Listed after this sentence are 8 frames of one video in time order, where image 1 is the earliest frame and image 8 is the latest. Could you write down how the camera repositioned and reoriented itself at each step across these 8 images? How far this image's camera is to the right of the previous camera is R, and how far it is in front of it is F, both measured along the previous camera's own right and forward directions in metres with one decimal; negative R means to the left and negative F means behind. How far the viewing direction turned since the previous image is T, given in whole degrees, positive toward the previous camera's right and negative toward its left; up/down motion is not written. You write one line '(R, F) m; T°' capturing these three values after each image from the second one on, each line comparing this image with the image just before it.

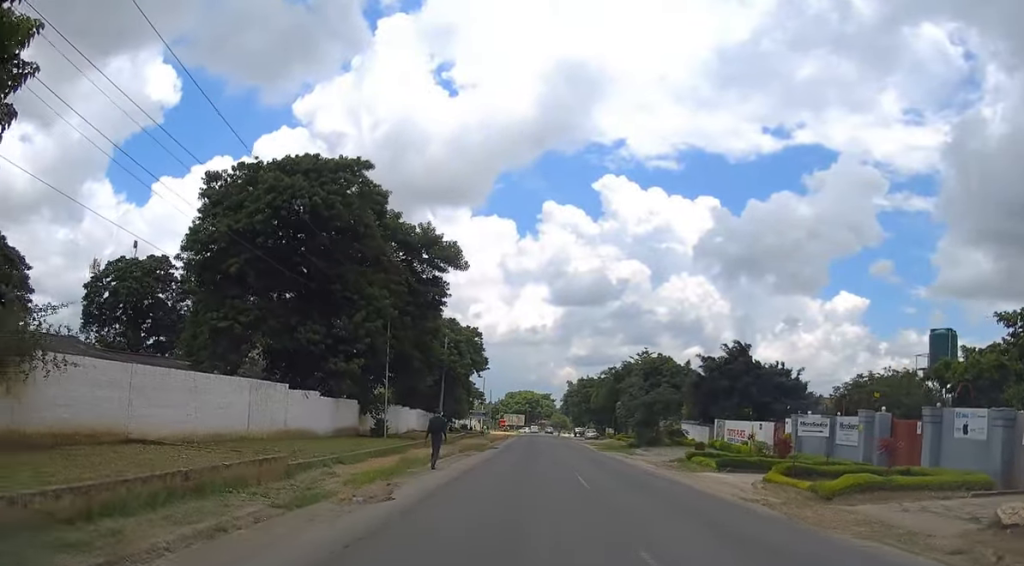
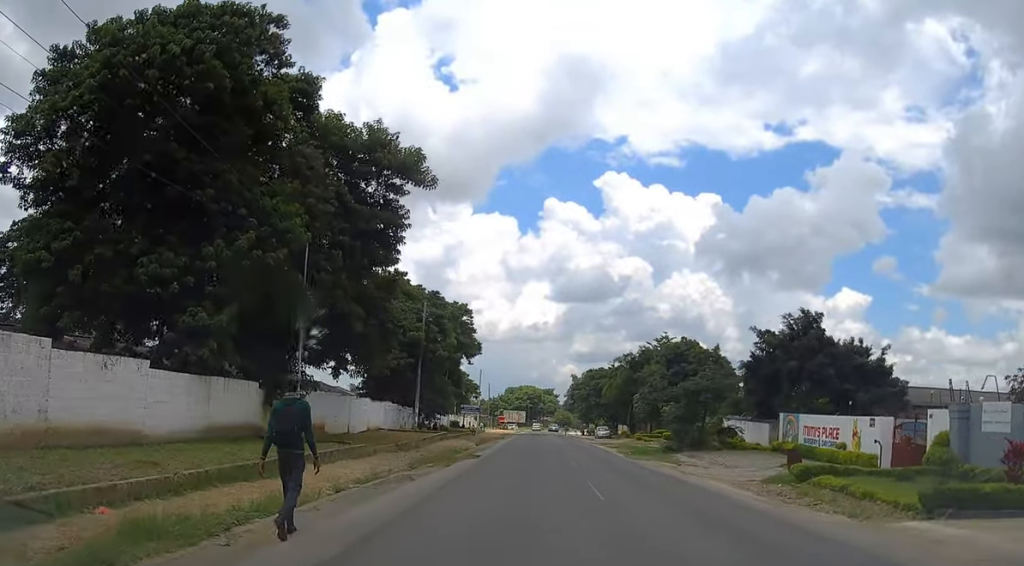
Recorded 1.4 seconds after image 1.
(+0.2, +15.2) m; +1°
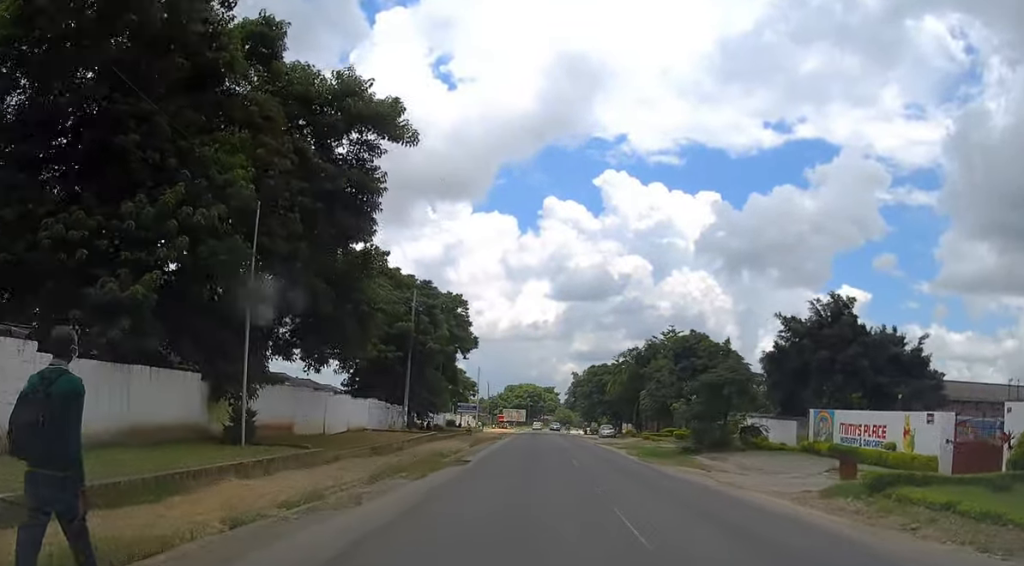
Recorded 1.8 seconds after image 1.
(0.0, +4.8) m; 0°
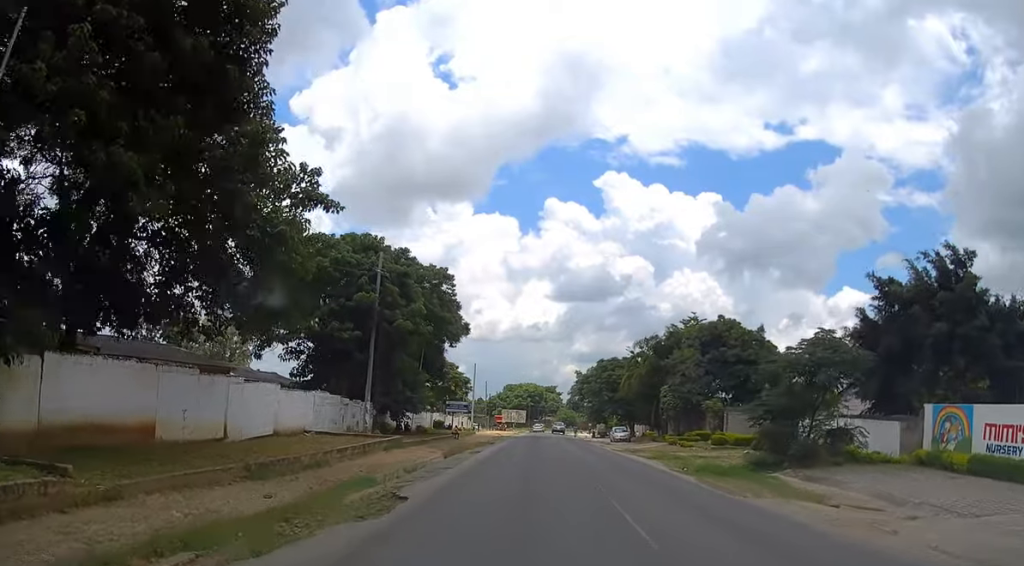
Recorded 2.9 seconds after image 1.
(-0.1, +12.0) m; 0°
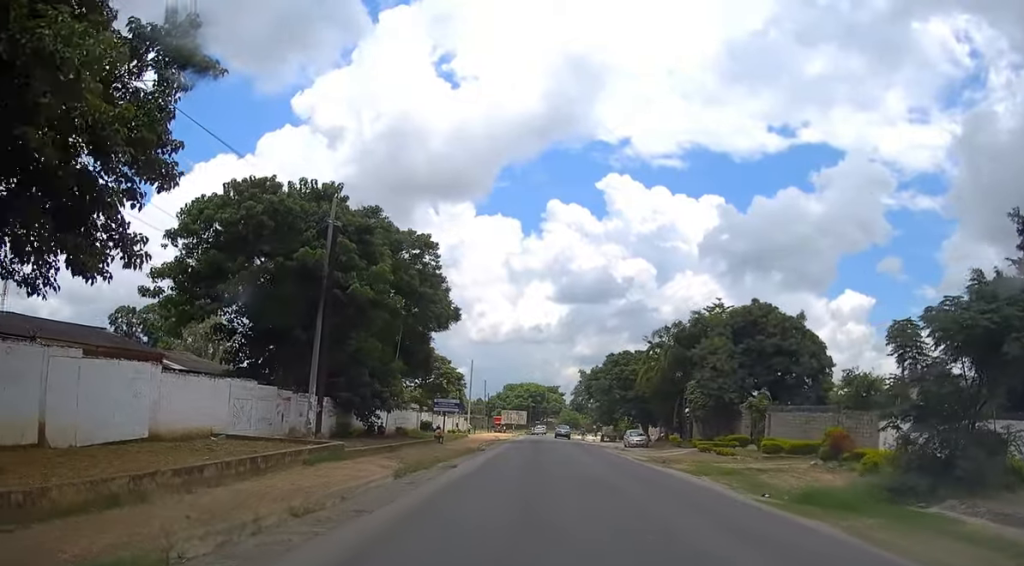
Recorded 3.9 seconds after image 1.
(+0.2, +10.3) m; 0°
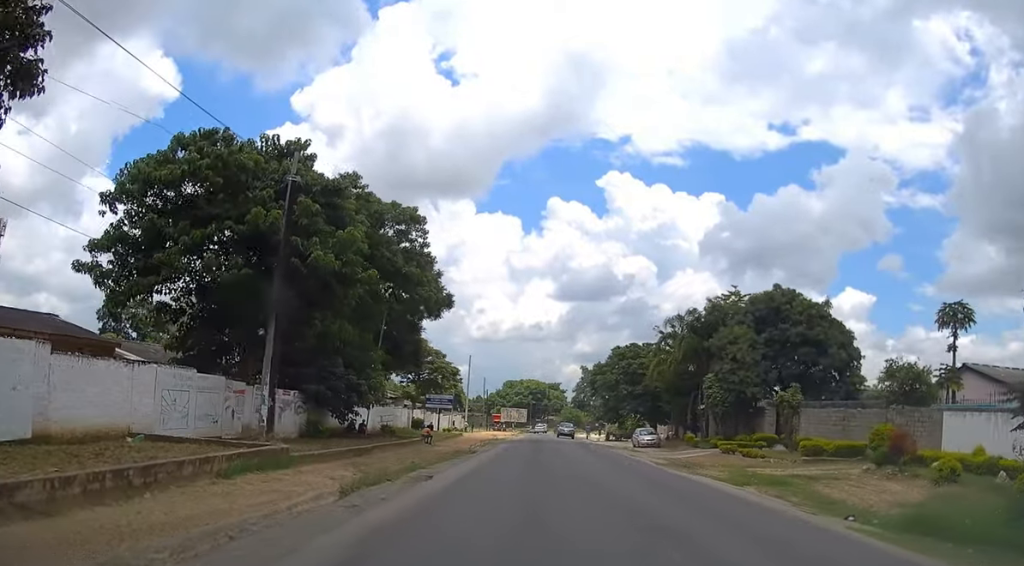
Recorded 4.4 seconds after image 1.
(-0.1, +5.3) m; 0°
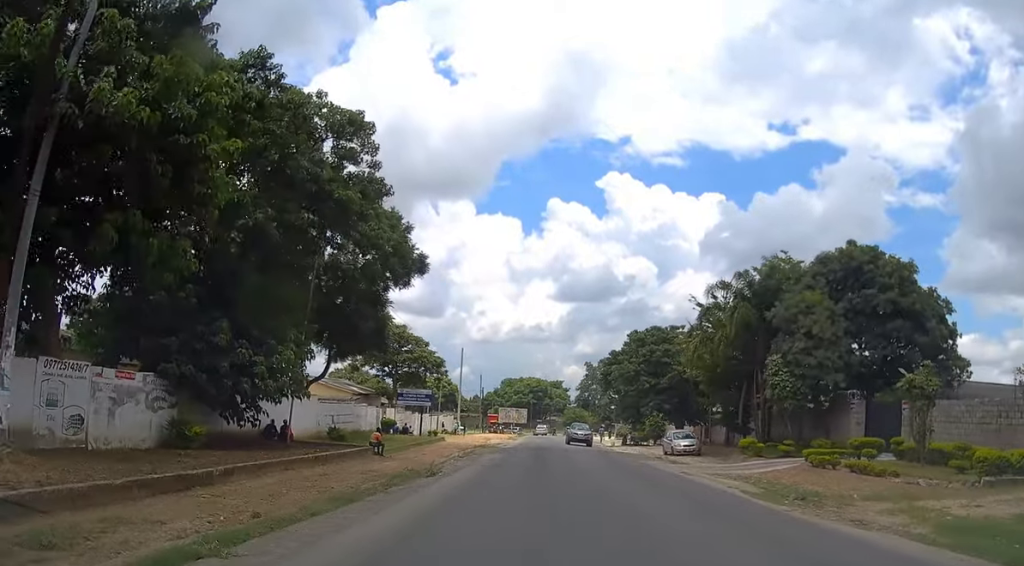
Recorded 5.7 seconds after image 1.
(-0.1, +13.4) m; 0°
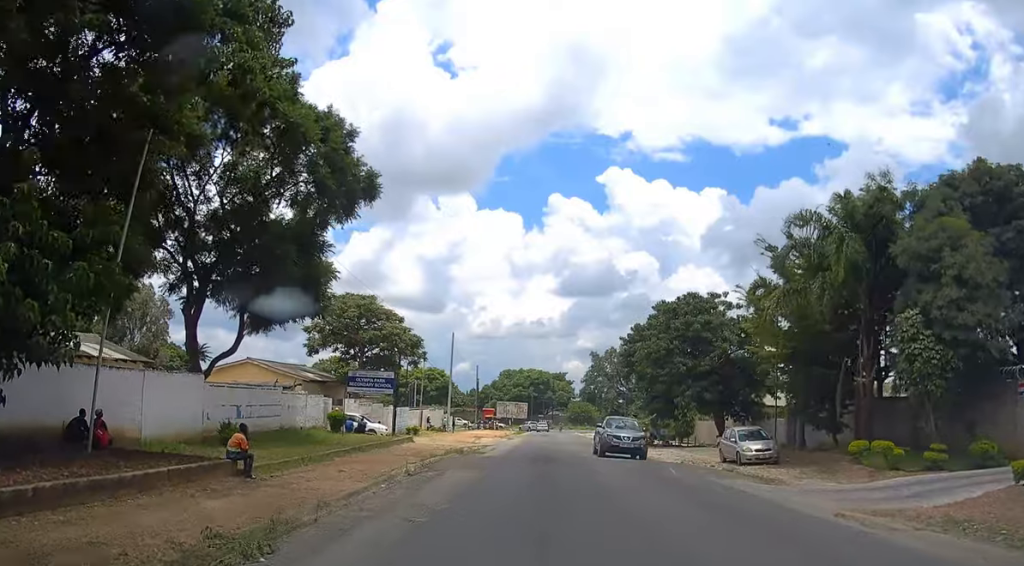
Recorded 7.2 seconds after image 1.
(+0.1, +13.5) m; +1°
